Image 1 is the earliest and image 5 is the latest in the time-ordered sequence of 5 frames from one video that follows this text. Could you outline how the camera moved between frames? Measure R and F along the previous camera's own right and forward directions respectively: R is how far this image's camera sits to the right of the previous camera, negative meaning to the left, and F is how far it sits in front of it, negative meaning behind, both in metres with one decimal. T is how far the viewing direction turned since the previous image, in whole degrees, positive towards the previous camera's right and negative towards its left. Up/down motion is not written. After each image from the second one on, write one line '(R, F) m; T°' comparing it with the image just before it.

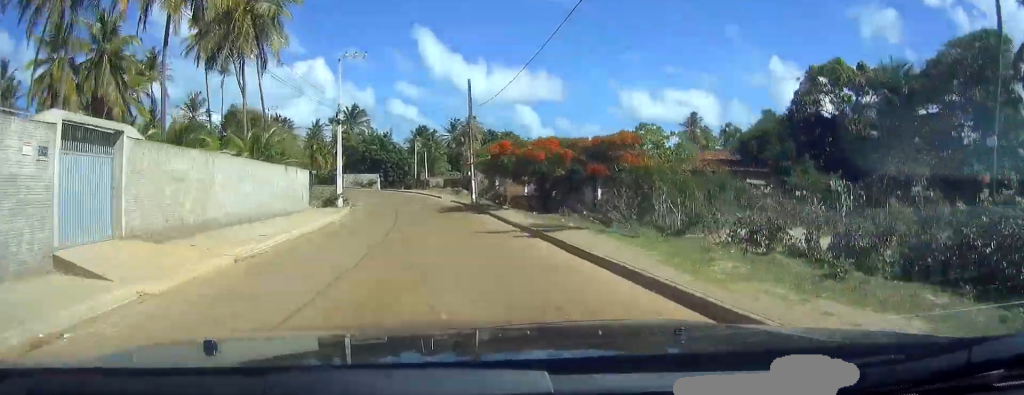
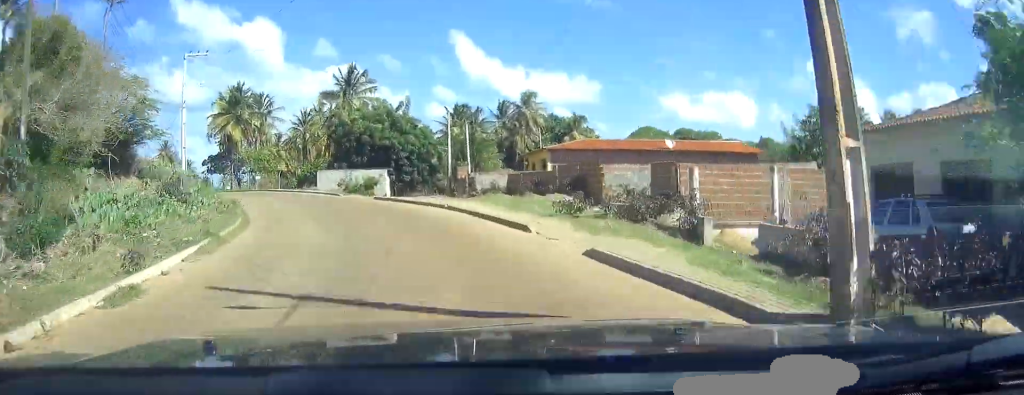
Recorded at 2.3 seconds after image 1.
(-1.0, +36.2) m; -8°
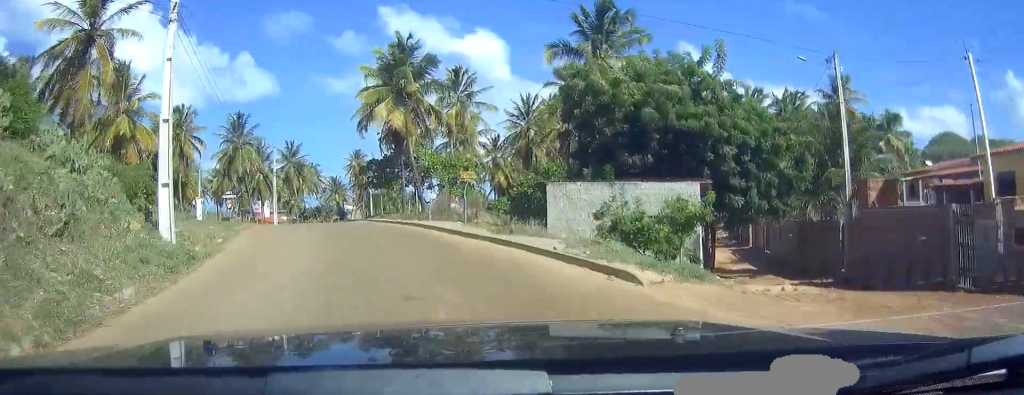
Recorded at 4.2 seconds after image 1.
(-3.0, +28.2) m; -13°
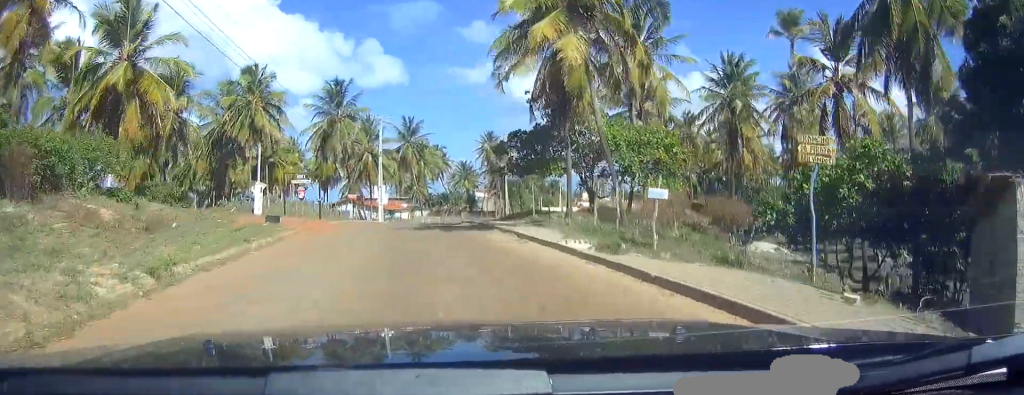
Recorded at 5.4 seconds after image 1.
(-1.4, +17.3) m; -6°
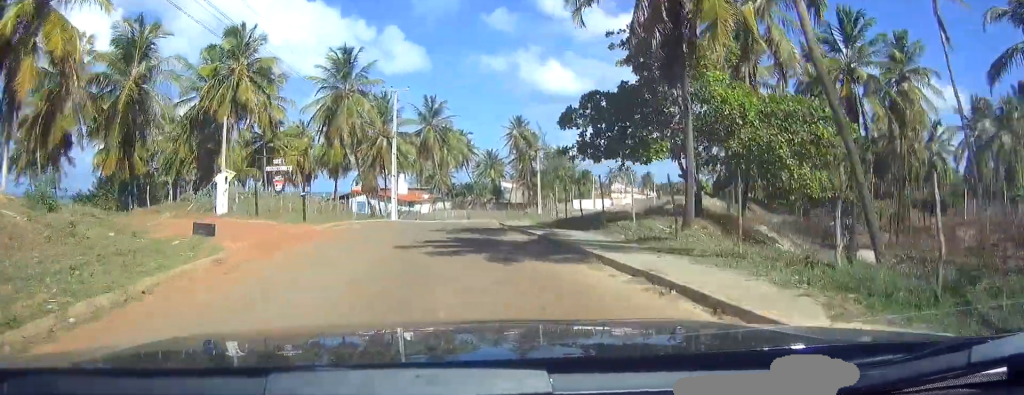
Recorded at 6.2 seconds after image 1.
(-0.6, +11.1) m; -3°
